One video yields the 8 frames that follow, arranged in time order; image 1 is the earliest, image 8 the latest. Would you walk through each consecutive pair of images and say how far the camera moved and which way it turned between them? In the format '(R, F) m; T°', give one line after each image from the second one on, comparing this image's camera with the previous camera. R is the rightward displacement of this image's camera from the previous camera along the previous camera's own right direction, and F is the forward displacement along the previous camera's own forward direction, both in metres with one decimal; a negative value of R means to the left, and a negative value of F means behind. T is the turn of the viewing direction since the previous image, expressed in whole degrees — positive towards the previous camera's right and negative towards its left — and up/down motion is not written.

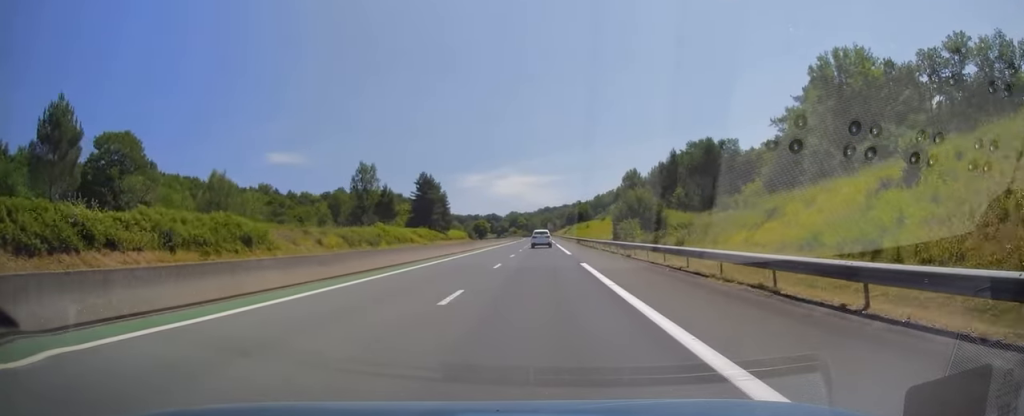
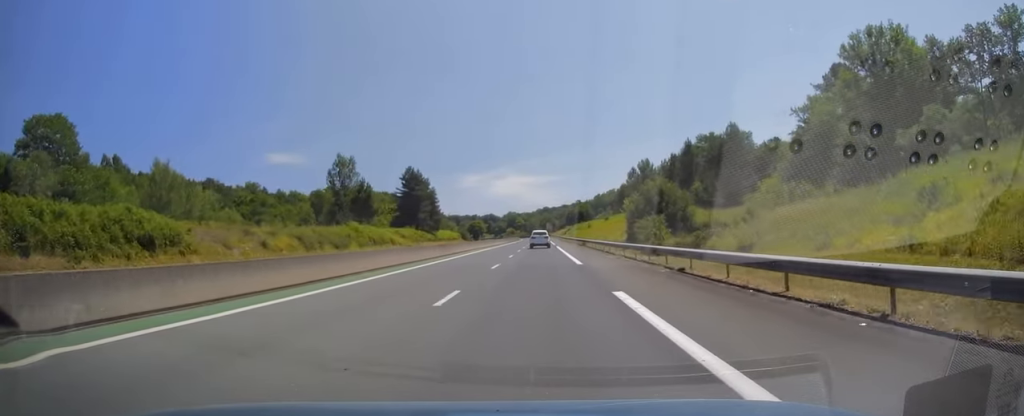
(+0.1, +12.8) m; 0°
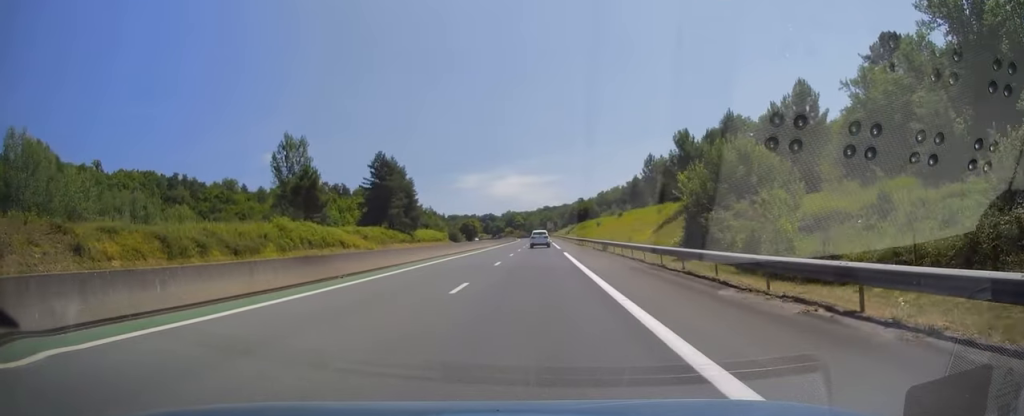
(-0.1, +23.2) m; -1°
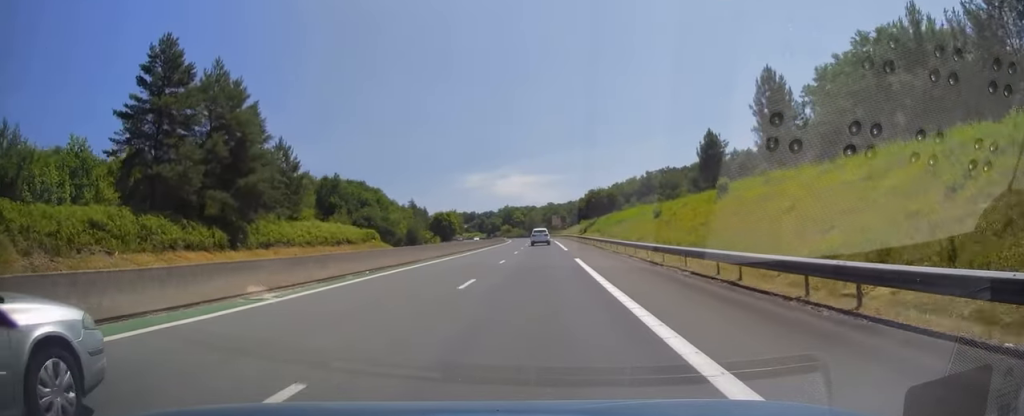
(-0.5, +63.5) m; 0°
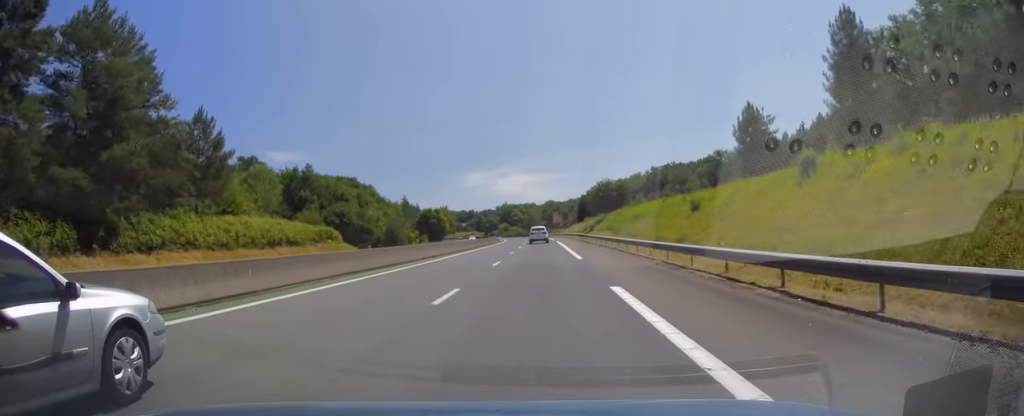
(0.0, +16.6) m; 0°
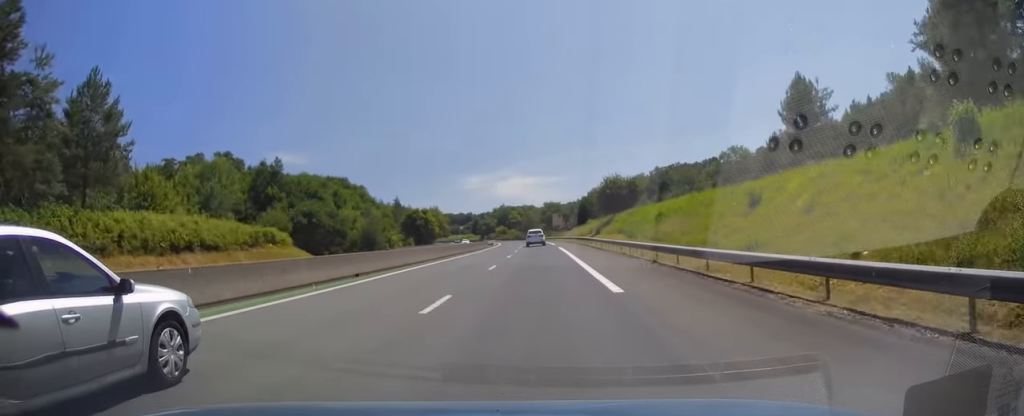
(0.0, +14.1) m; 0°
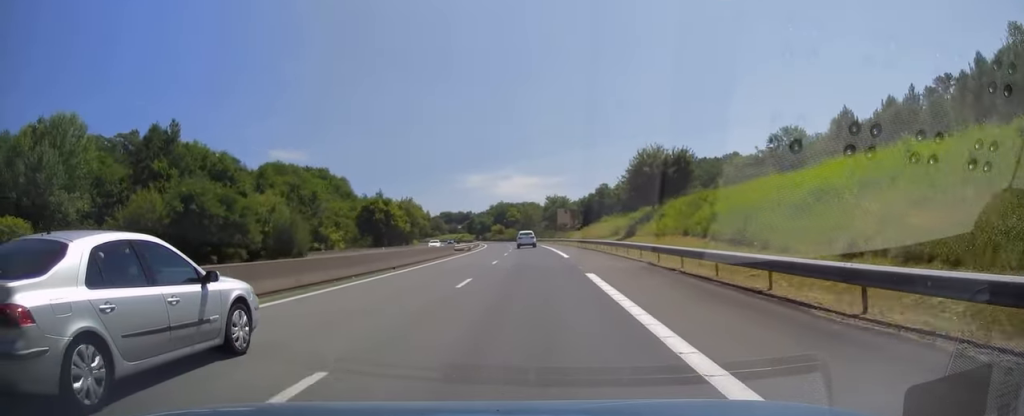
(0.0, +33.4) m; 0°
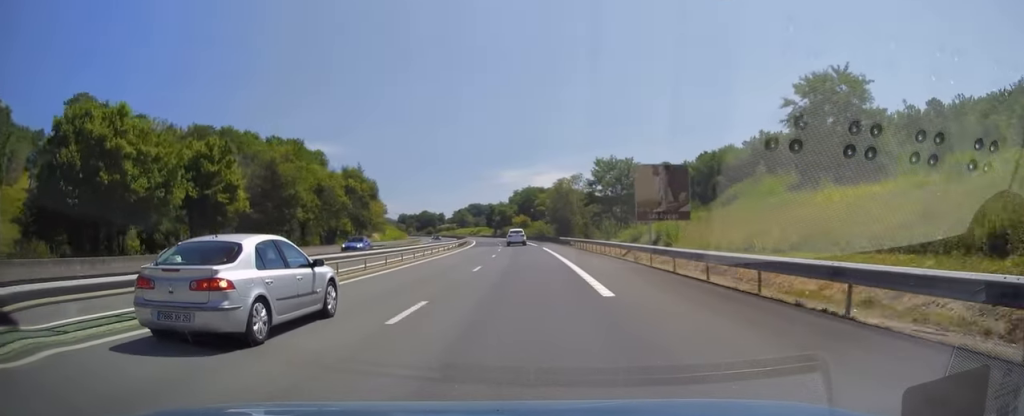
(-1.7, +71.5) m; -3°
